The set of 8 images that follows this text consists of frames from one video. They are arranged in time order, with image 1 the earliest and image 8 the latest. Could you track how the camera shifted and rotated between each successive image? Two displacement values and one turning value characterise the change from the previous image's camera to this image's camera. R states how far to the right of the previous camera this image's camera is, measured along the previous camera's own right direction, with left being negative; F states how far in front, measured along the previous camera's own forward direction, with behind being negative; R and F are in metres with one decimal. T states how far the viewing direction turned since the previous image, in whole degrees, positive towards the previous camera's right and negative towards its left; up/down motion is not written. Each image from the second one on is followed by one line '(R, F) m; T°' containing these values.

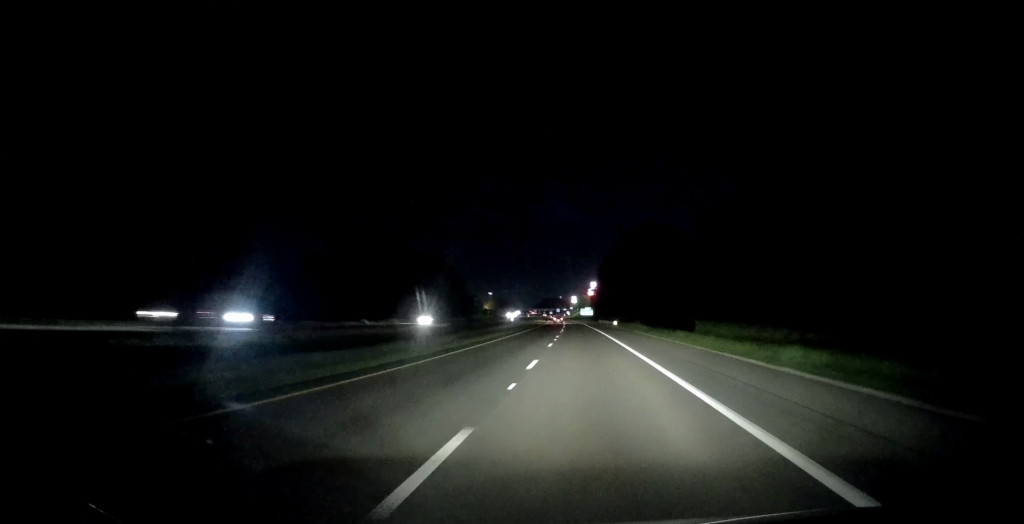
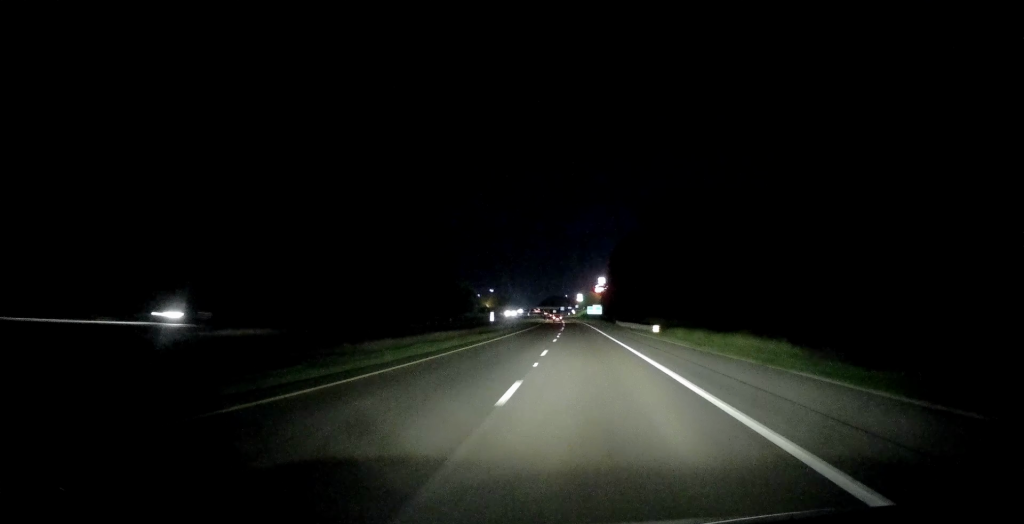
(-0.3, +43.1) m; -2°
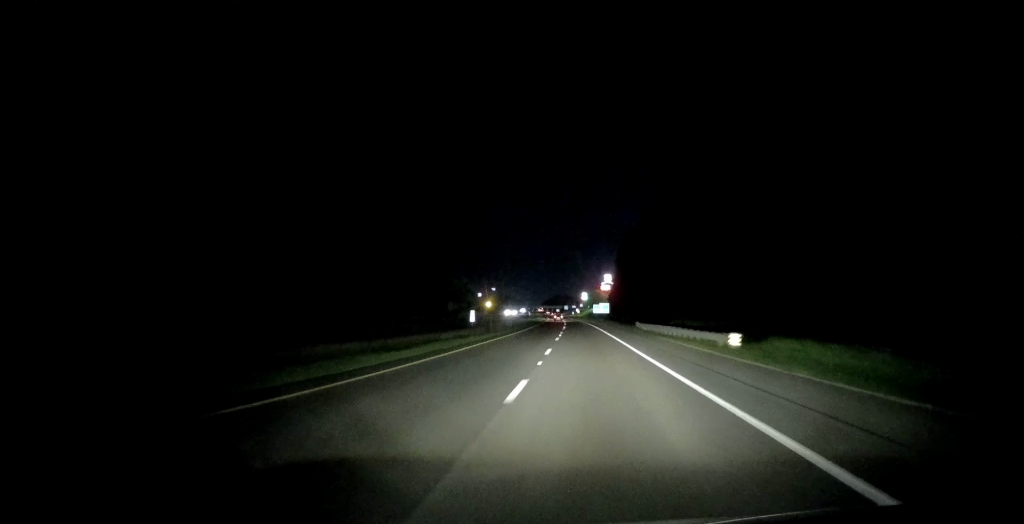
(-0.6, +23.6) m; 0°
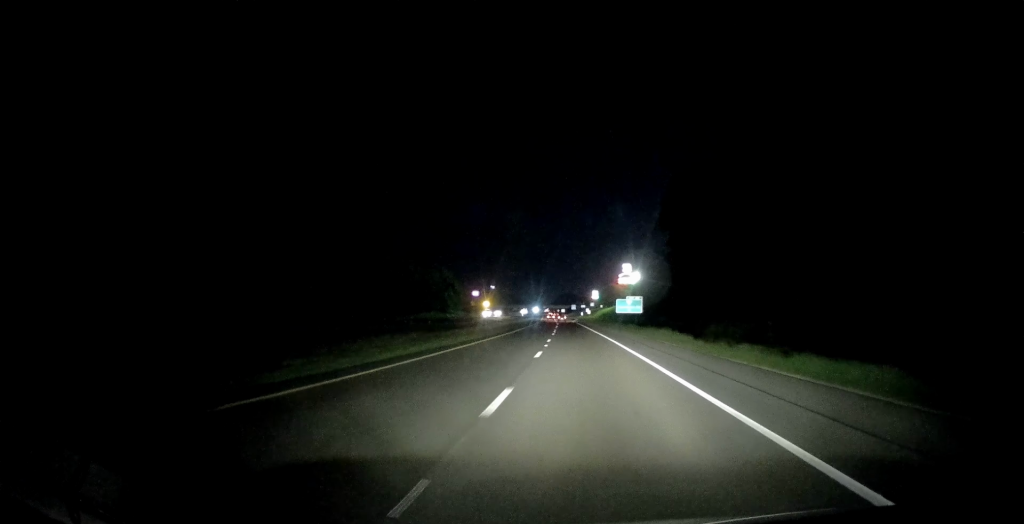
(+0.1, +87.3) m; 0°
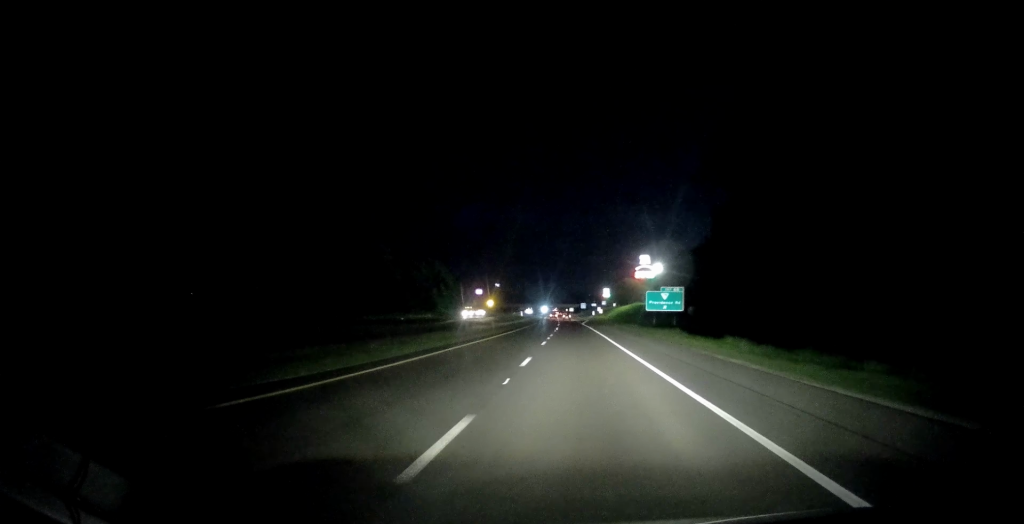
(0.0, +40.0) m; -1°
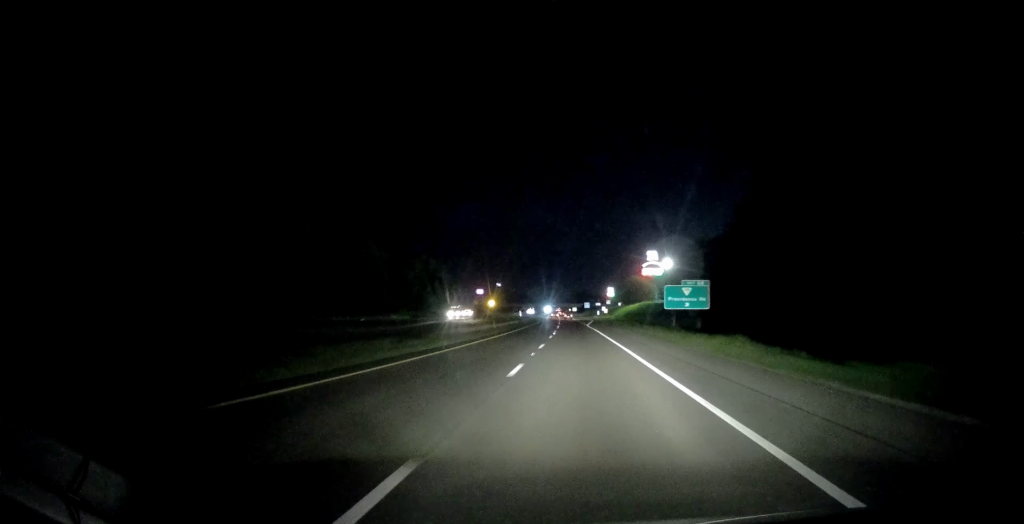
(+0.1, +15.1) m; 0°
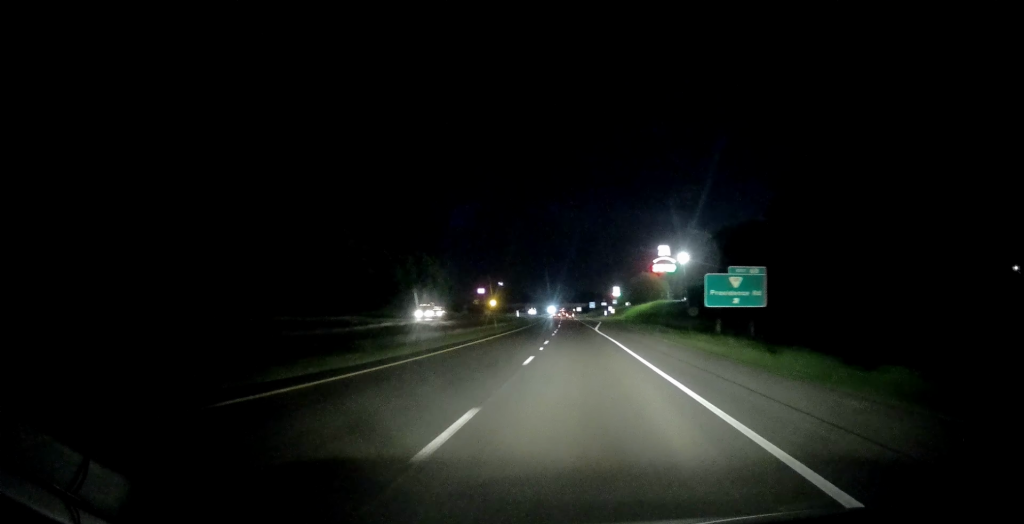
(-0.5, +20.5) m; 0°
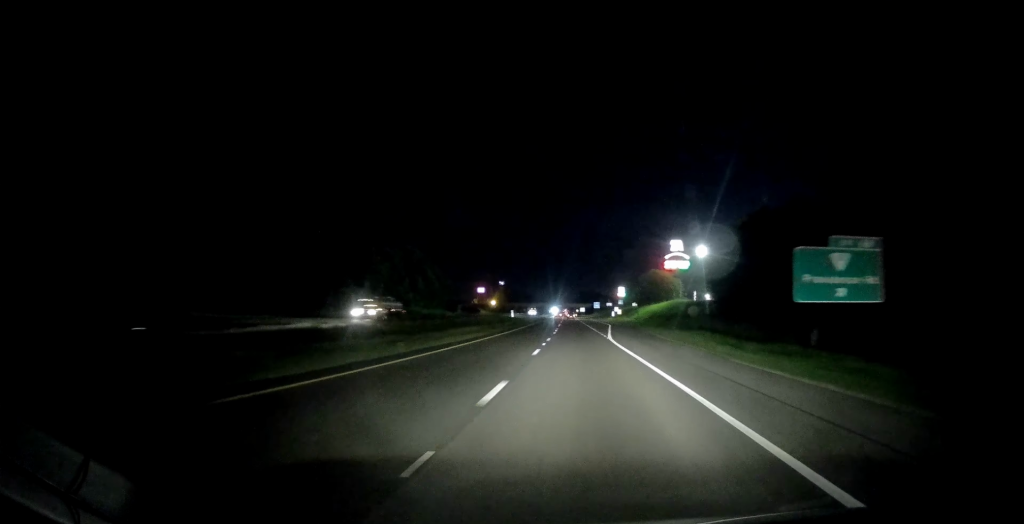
(0.0, +20.5) m; 0°
